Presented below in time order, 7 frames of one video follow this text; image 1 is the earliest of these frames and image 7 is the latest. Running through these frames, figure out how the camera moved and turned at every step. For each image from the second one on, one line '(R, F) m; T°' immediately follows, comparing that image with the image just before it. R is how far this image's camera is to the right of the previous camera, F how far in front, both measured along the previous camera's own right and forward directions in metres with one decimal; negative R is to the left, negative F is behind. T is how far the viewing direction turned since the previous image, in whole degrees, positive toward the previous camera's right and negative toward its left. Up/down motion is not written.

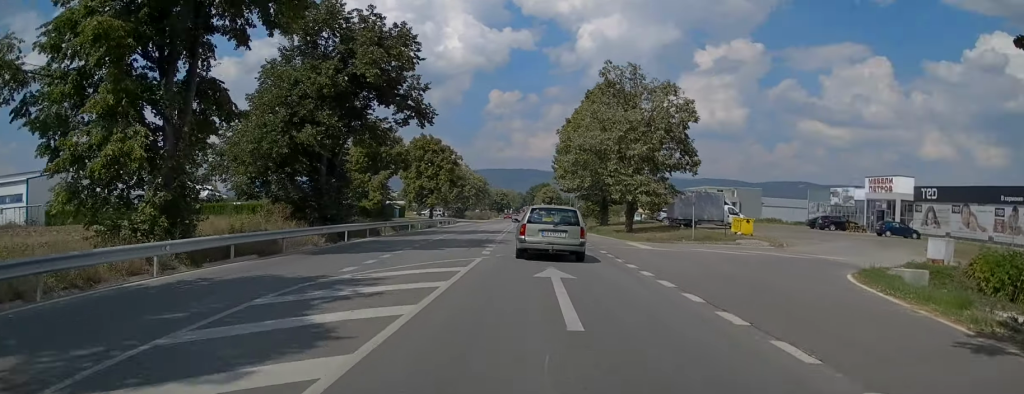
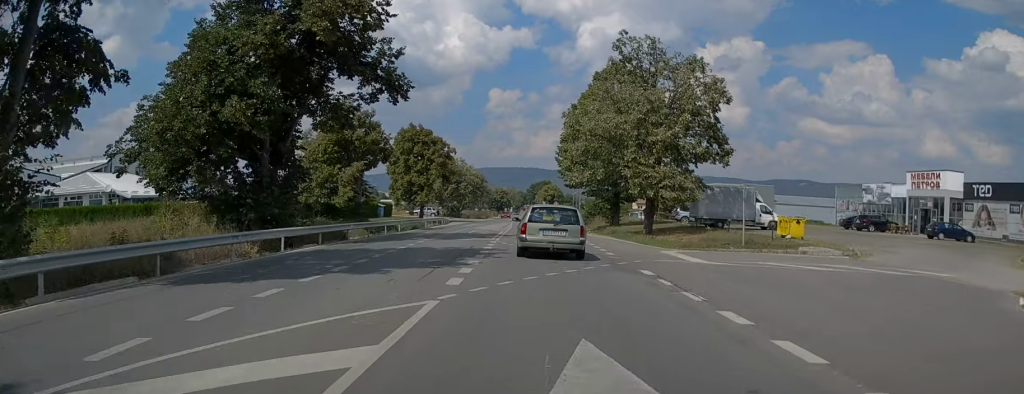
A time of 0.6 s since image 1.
(0.0, +7.8) m; 0°
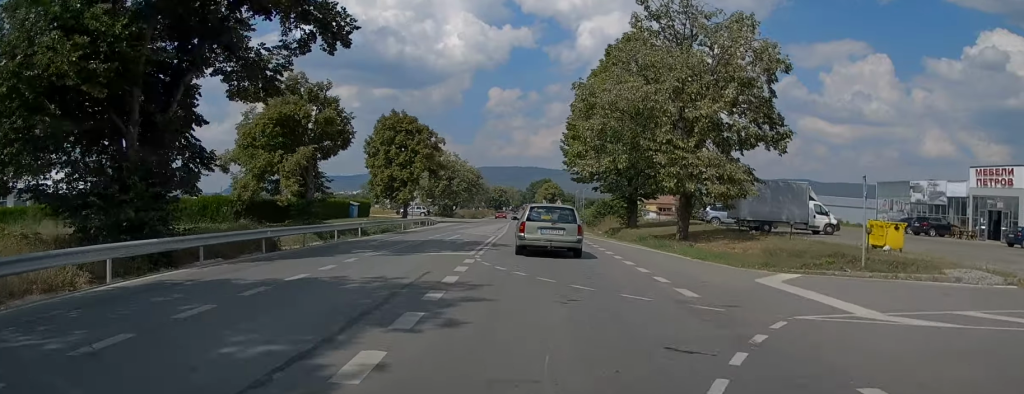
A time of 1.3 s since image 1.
(0.0, +9.6) m; 0°
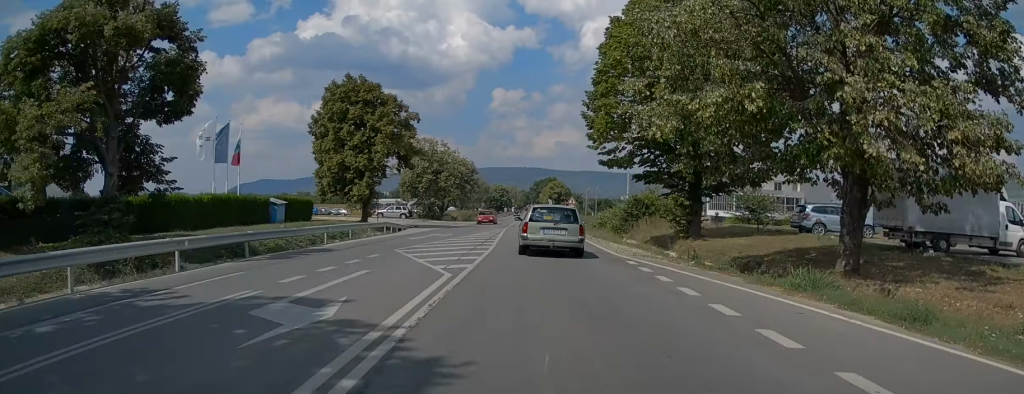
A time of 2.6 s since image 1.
(0.0, +17.4) m; 0°
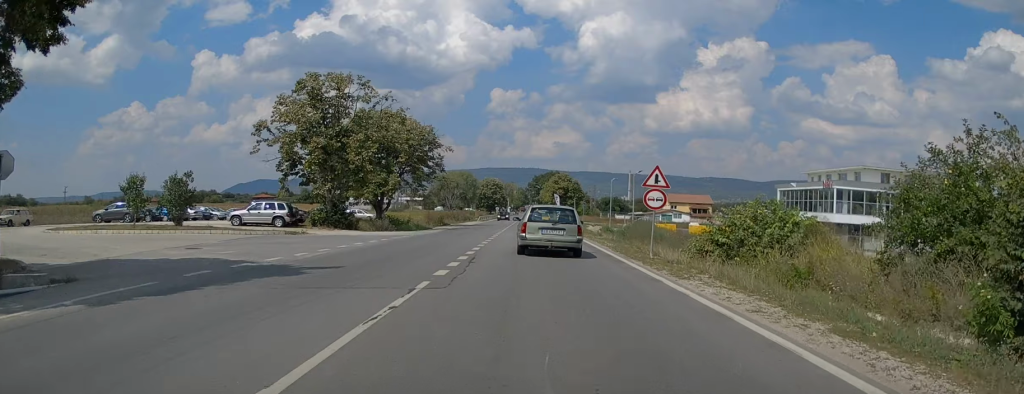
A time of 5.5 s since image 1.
(-0.4, +39.2) m; -1°
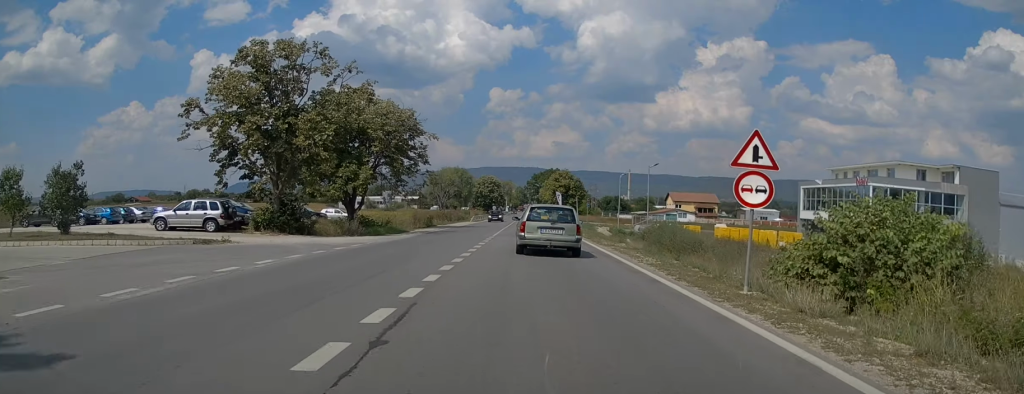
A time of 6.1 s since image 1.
(+0.1, +8.8) m; 0°
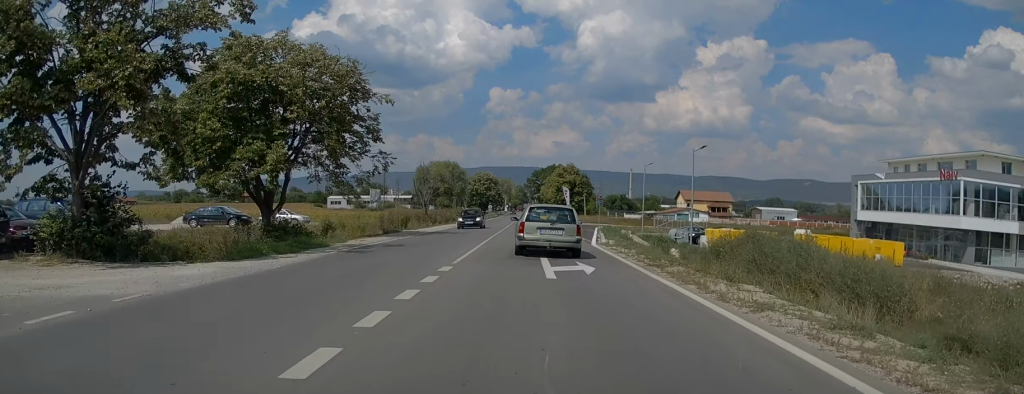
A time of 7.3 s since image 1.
(0.0, +15.8) m; -1°
